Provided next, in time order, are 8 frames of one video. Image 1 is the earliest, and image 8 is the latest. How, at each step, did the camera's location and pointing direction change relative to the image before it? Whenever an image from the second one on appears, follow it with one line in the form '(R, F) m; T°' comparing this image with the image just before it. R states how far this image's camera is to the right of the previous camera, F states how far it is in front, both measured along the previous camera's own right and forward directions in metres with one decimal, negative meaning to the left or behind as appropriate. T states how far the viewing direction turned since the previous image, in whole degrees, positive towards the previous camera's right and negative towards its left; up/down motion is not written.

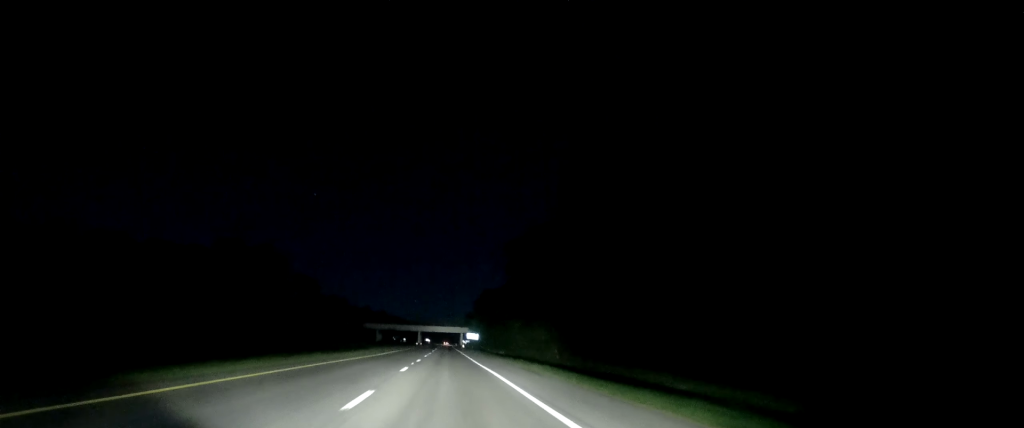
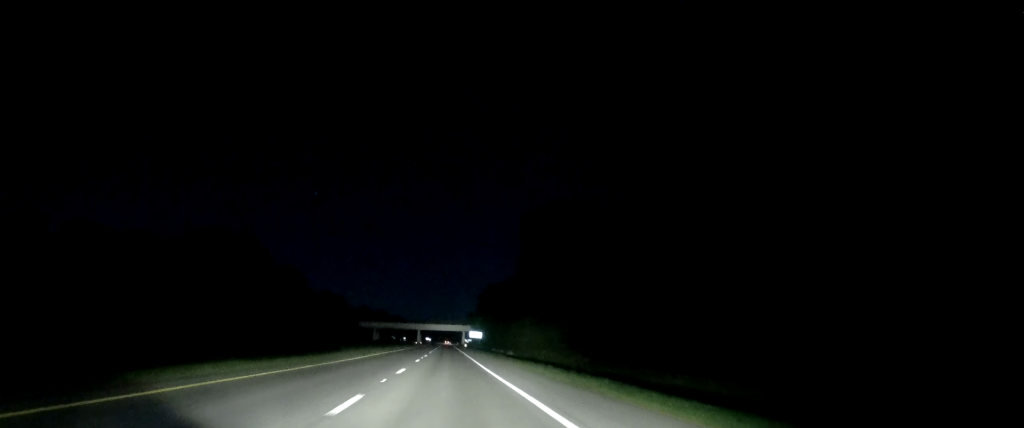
(0.0, +13.4) m; 0°
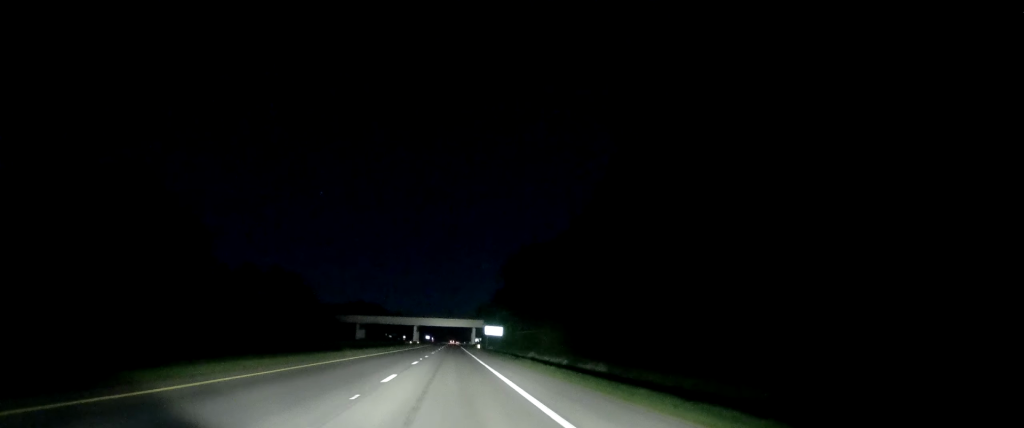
(+0.2, +54.9) m; +1°
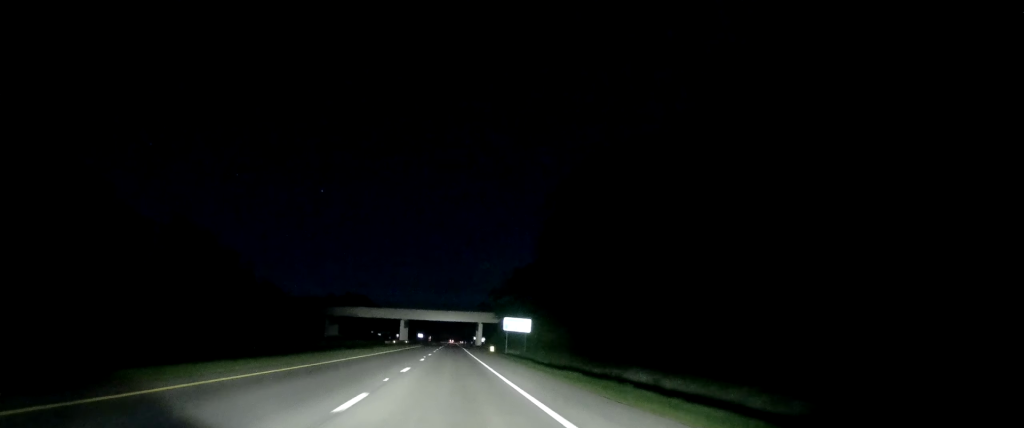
(-1.0, +44.6) m; -1°
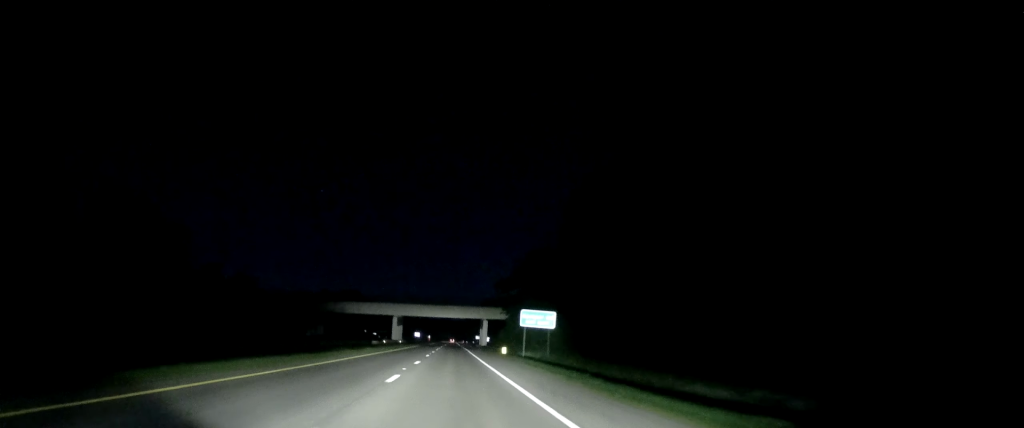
(0.0, +17.7) m; 0°
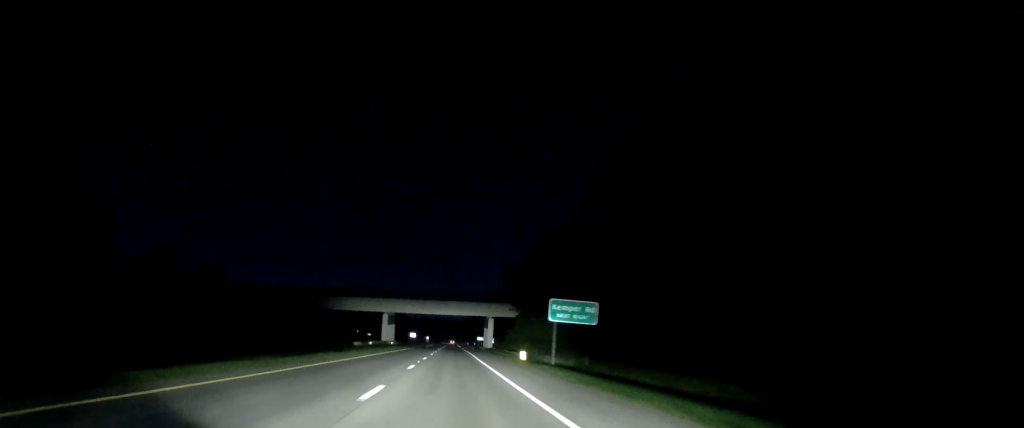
(+0.1, +16.7) m; 0°
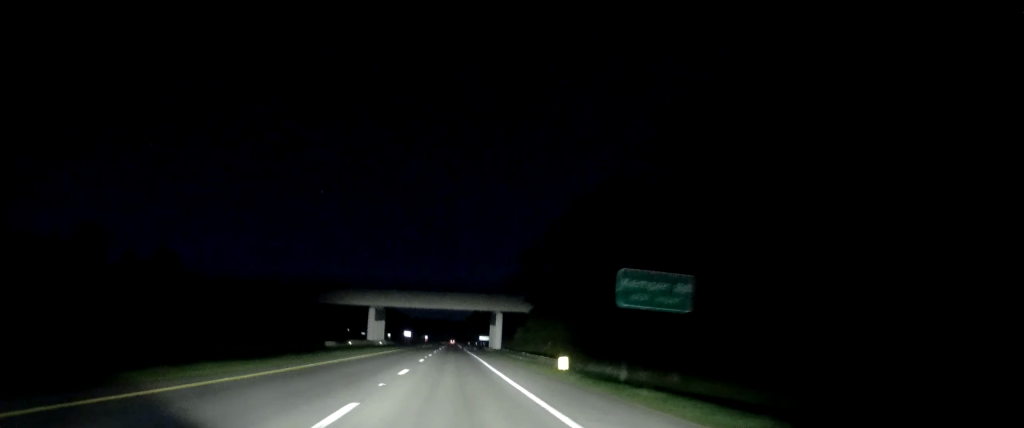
(0.0, +16.7) m; 0°
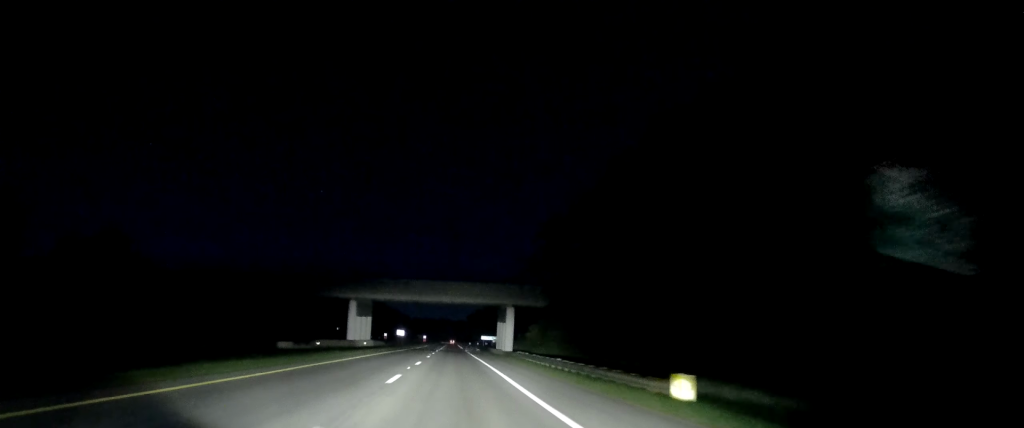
(-0.1, +15.7) m; 0°
